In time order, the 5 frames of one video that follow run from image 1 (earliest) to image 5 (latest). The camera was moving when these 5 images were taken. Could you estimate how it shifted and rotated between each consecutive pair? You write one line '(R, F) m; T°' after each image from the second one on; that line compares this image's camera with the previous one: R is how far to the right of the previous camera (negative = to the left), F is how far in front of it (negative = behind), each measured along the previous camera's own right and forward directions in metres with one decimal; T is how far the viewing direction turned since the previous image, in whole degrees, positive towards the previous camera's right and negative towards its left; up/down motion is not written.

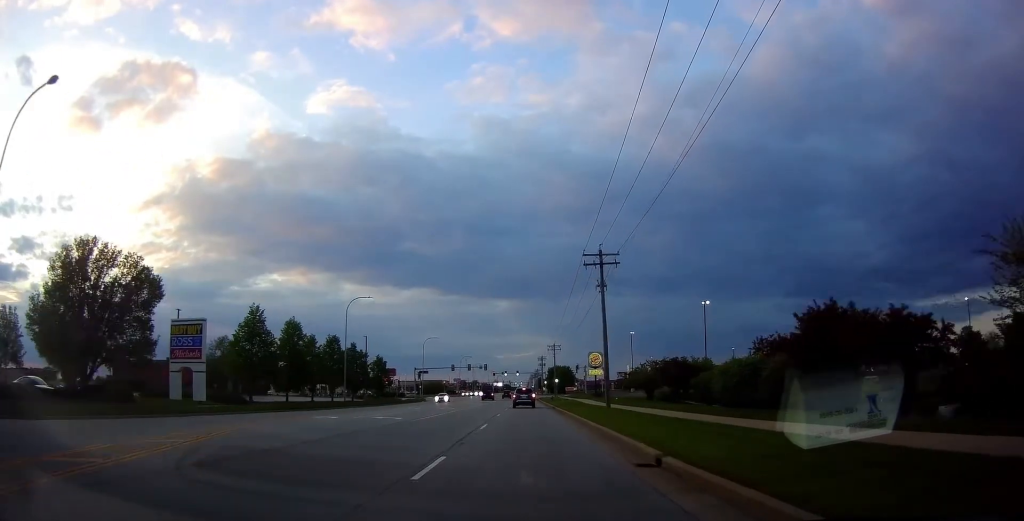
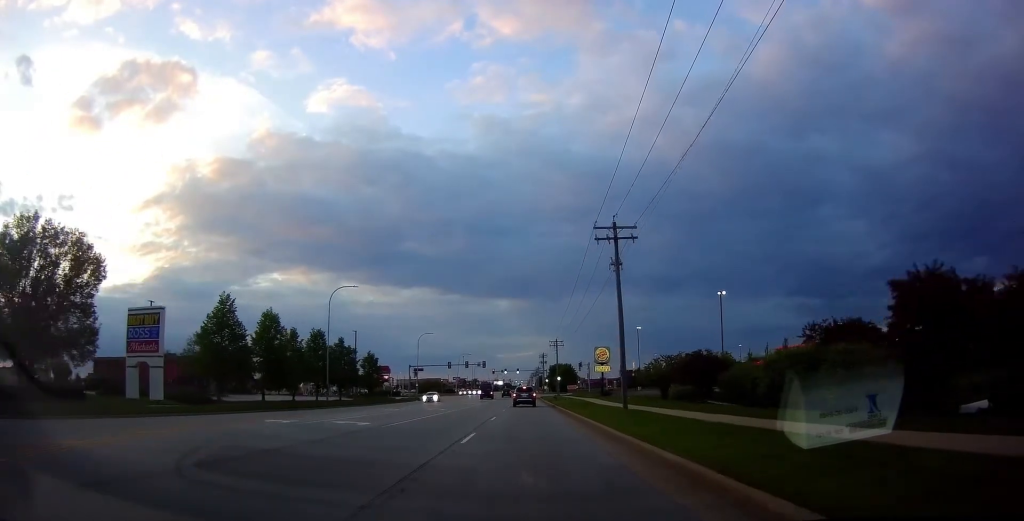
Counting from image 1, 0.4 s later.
(0.0, +5.9) m; 0°
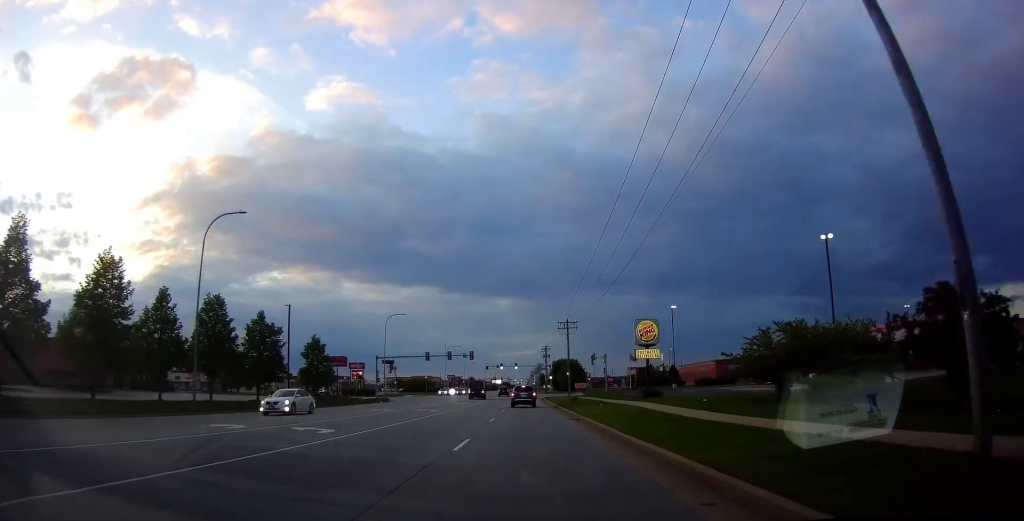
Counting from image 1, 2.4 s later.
(0.0, +26.4) m; 0°
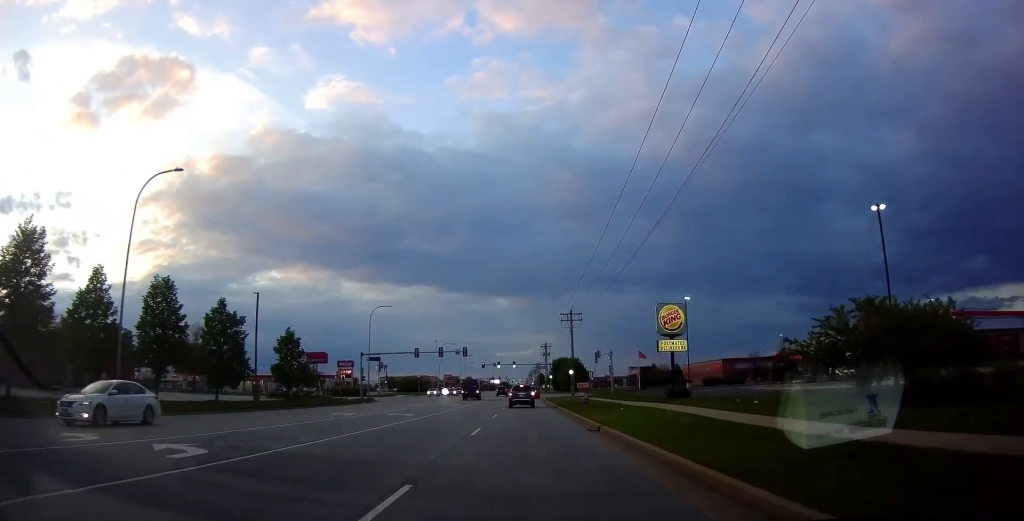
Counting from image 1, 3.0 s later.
(0.0, +8.2) m; 0°
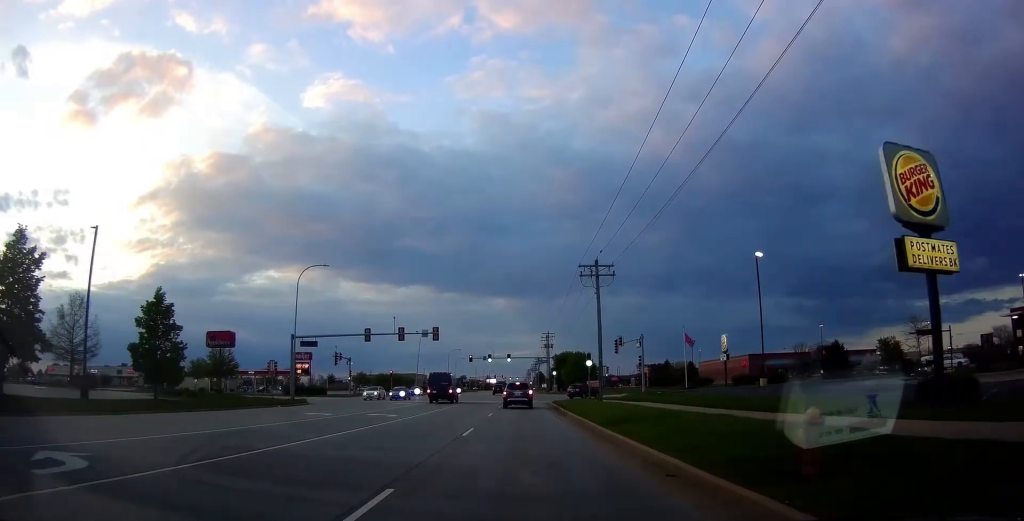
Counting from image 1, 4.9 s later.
(0.0, +24.9) m; 0°
